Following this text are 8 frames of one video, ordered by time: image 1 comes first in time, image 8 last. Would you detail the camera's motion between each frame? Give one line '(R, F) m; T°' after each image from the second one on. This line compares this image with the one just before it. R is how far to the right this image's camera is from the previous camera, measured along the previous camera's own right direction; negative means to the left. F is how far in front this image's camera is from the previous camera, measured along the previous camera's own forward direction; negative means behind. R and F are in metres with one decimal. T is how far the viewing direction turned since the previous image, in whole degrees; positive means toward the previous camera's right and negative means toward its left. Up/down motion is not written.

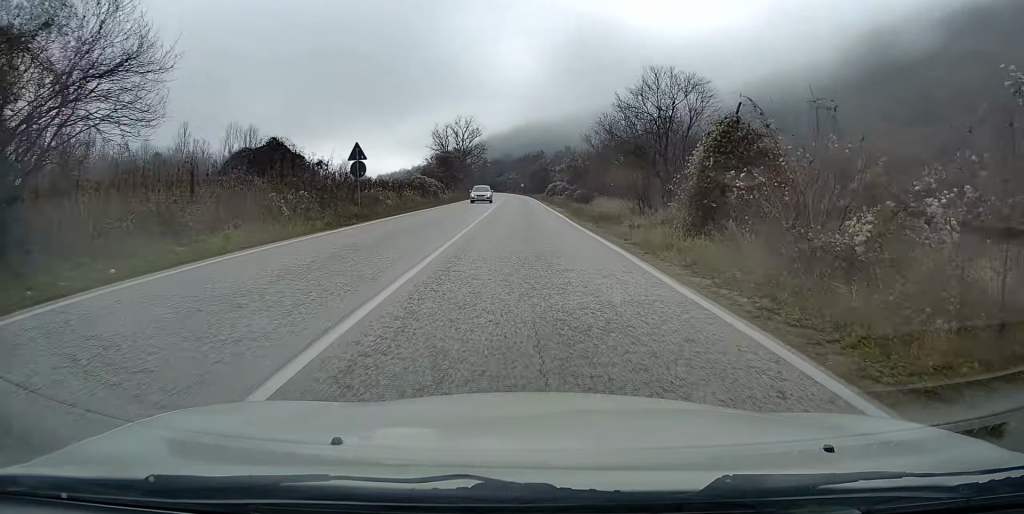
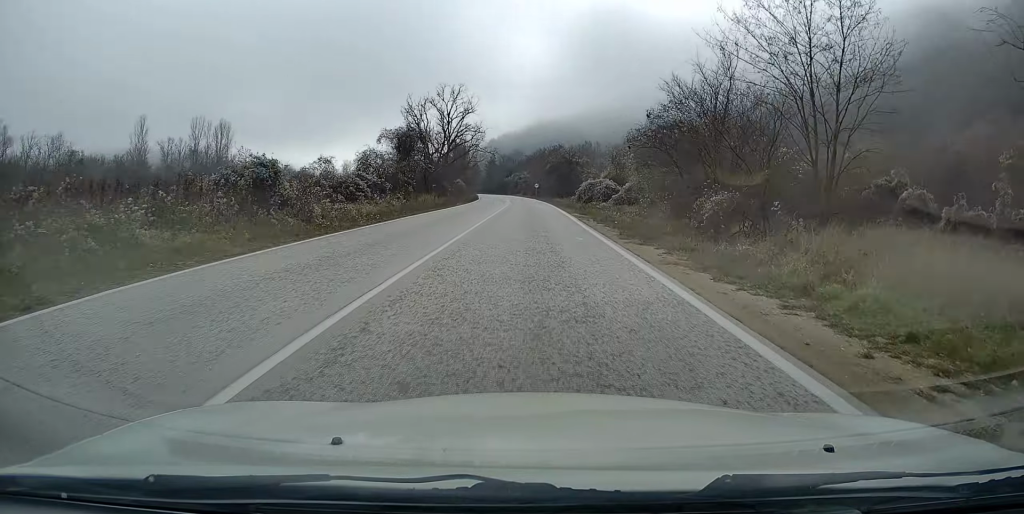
(-0.3, +36.1) m; -1°
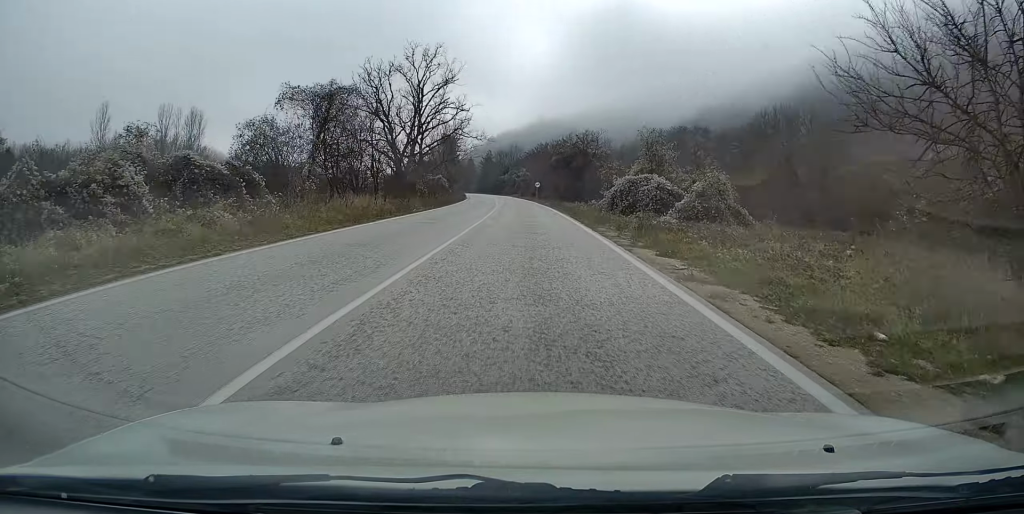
(-0.1, +20.9) m; 0°
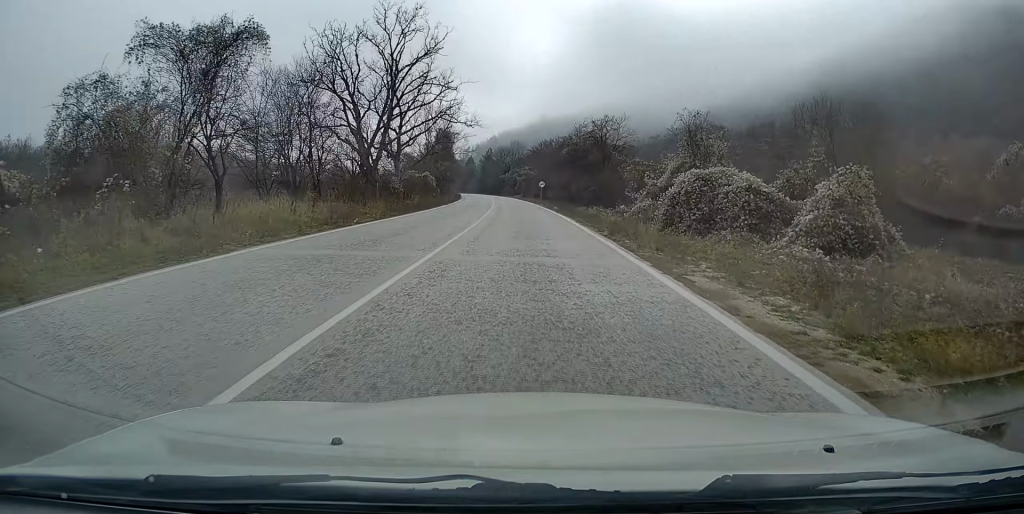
(0.0, +12.2) m; 0°
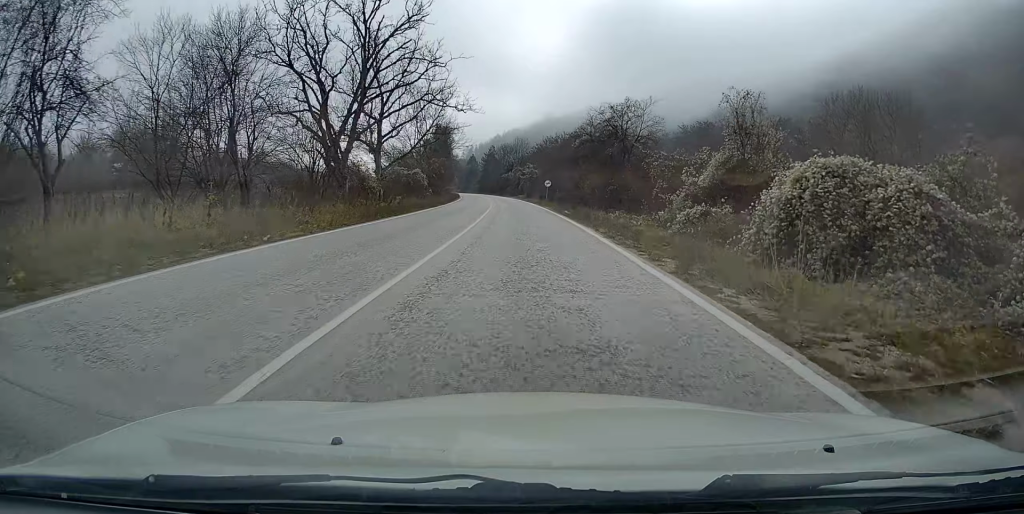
(0.0, +8.4) m; 0°
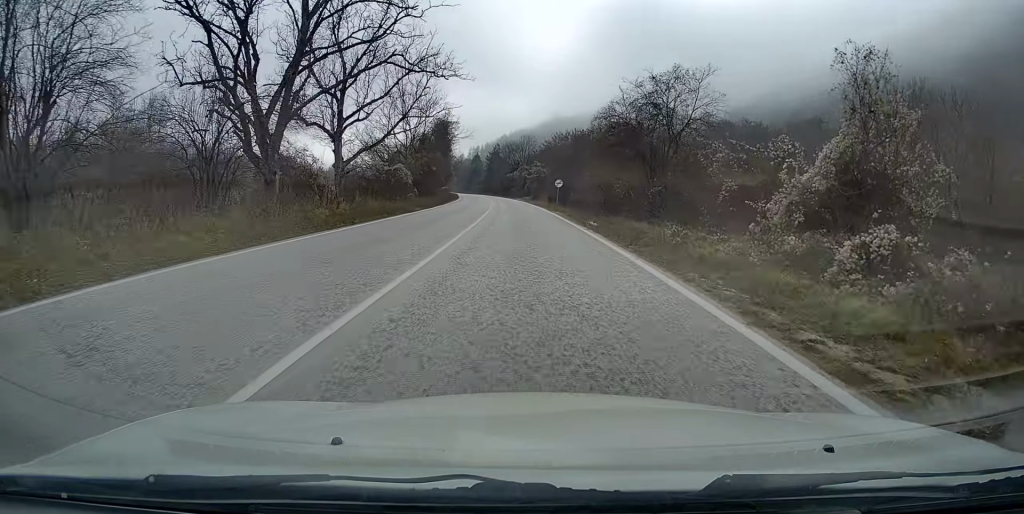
(0.0, +11.3) m; 0°
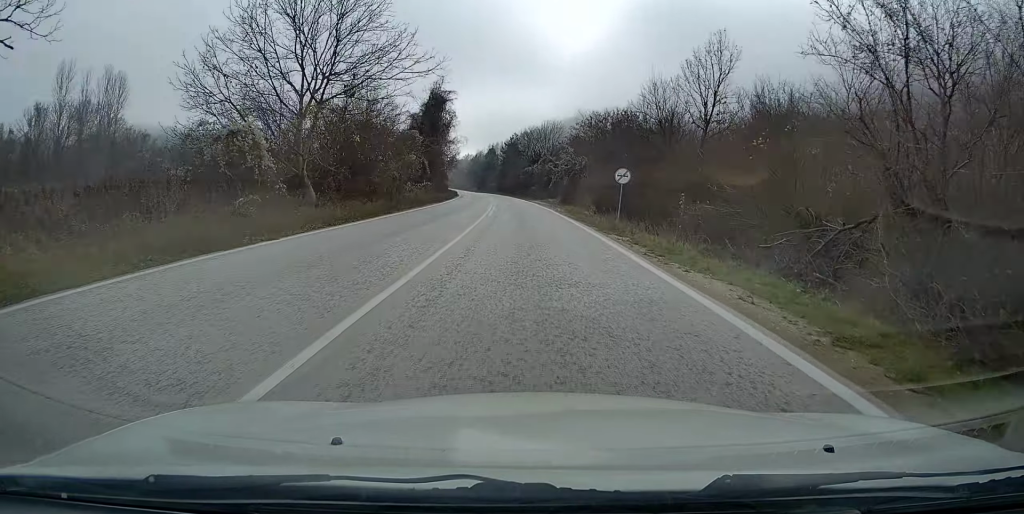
(-0.6, +29.8) m; -2°
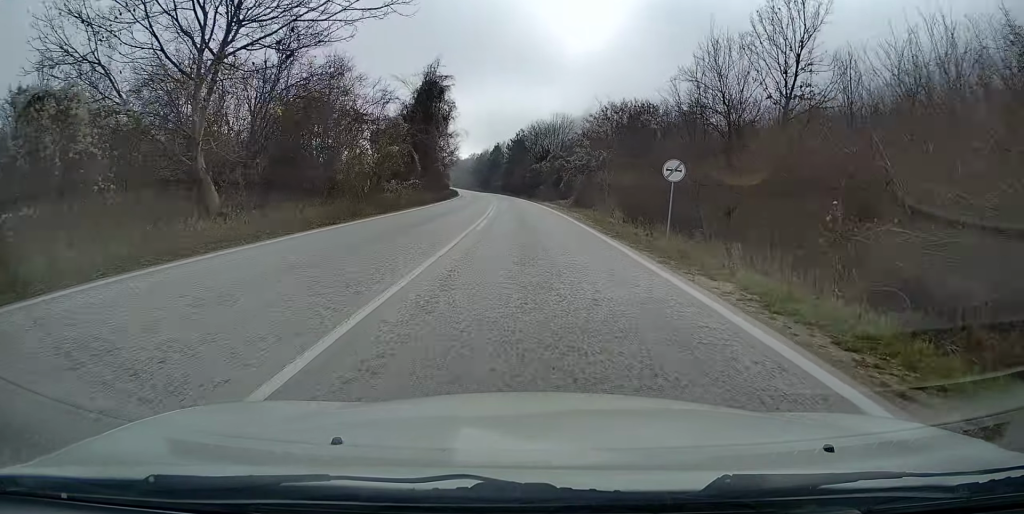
(-0.1, +8.7) m; 0°
